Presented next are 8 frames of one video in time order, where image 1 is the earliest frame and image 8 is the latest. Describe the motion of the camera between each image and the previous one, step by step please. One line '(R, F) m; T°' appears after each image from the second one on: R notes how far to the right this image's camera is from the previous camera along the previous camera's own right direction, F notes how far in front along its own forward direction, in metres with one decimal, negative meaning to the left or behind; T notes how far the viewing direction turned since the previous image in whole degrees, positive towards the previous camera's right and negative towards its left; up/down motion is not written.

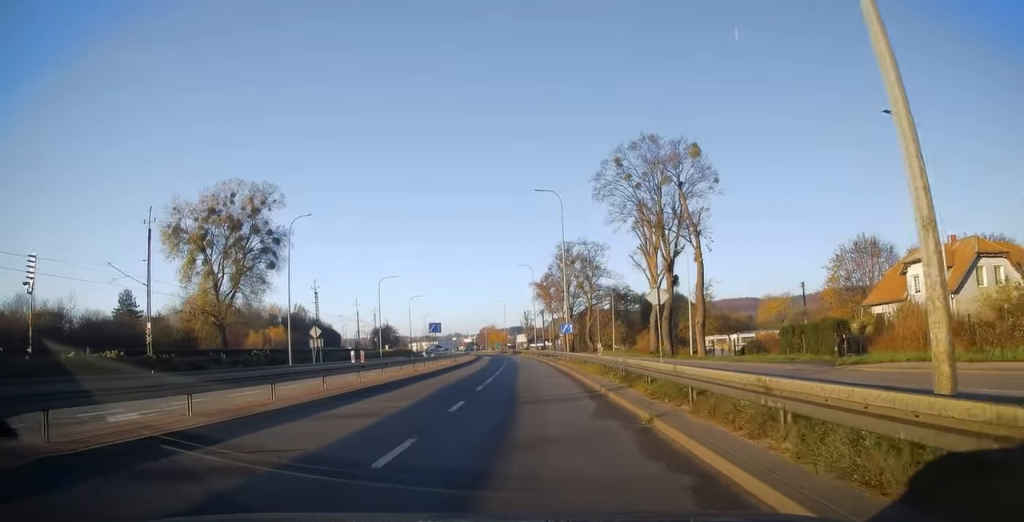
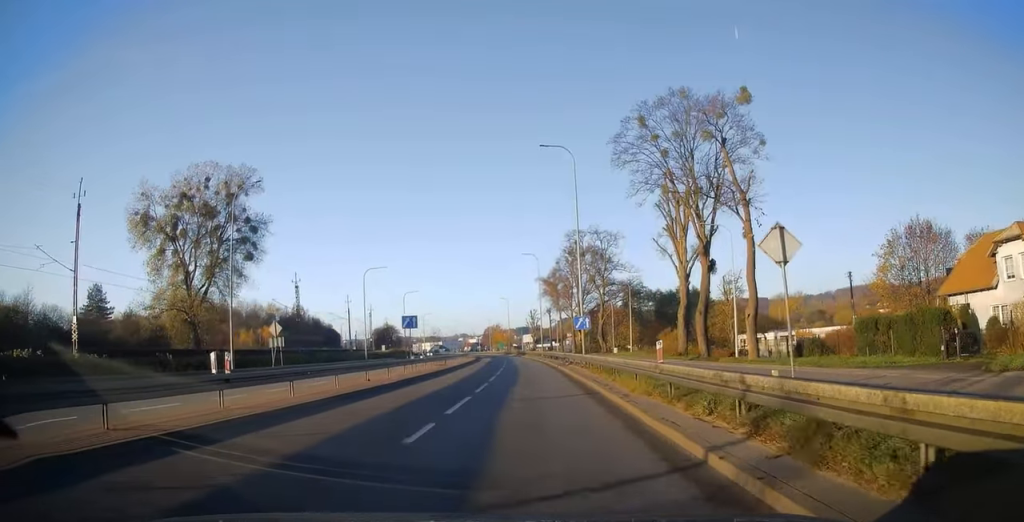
(-0.3, +10.5) m; -1°
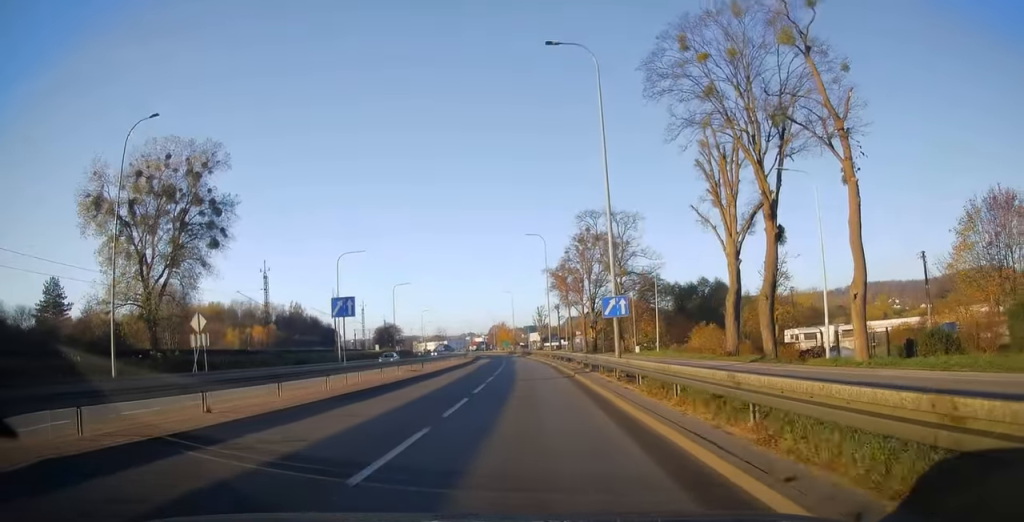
(+0.3, +12.7) m; -1°
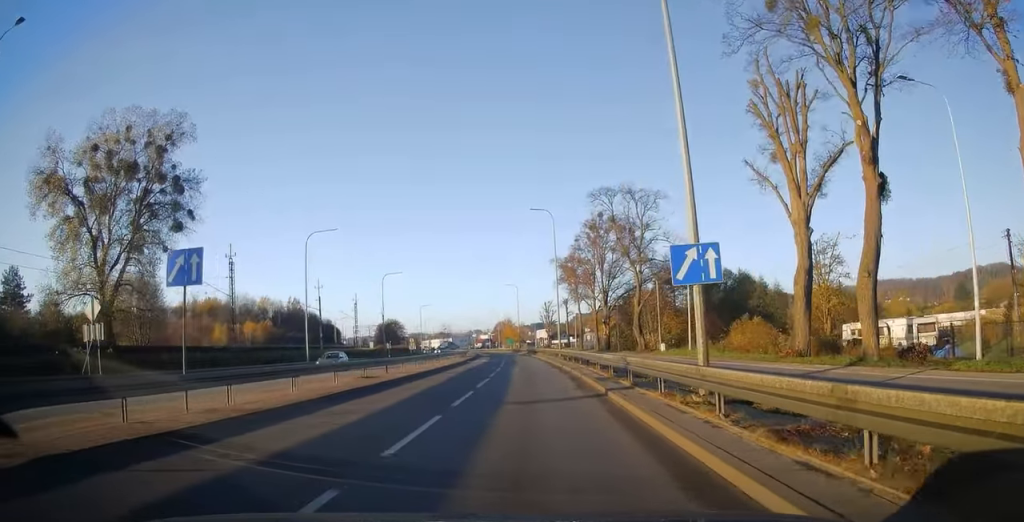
(0.0, +10.8) m; -1°
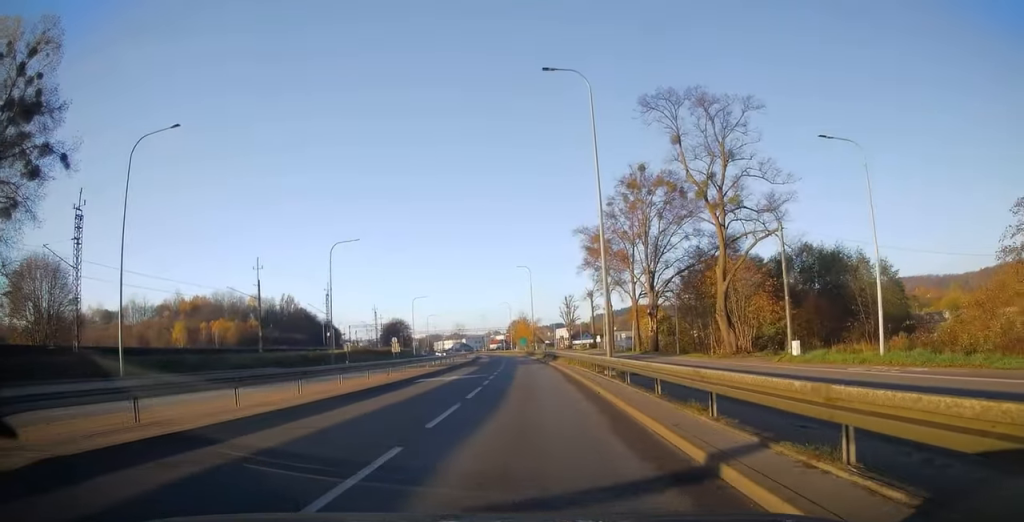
(-0.8, +27.8) m; -2°
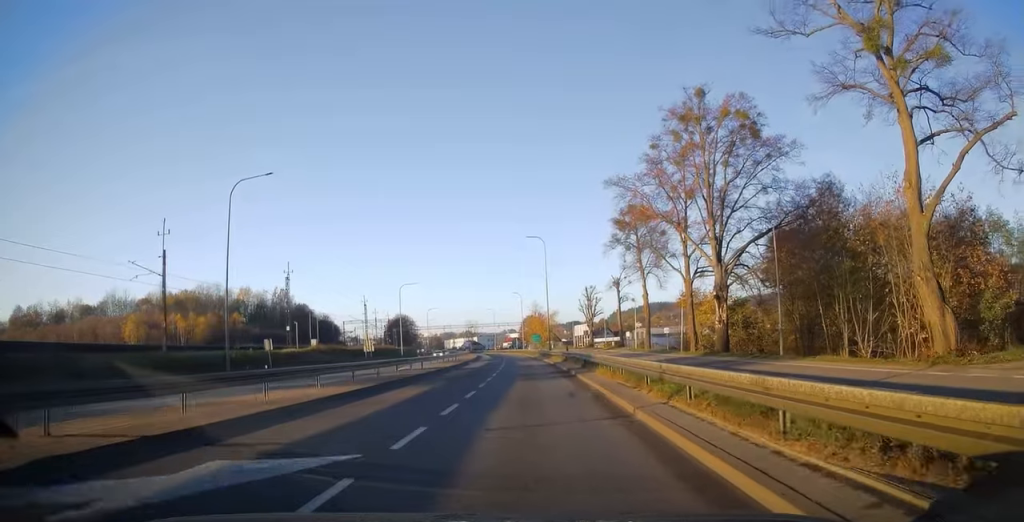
(-0.3, +22.8) m; -1°
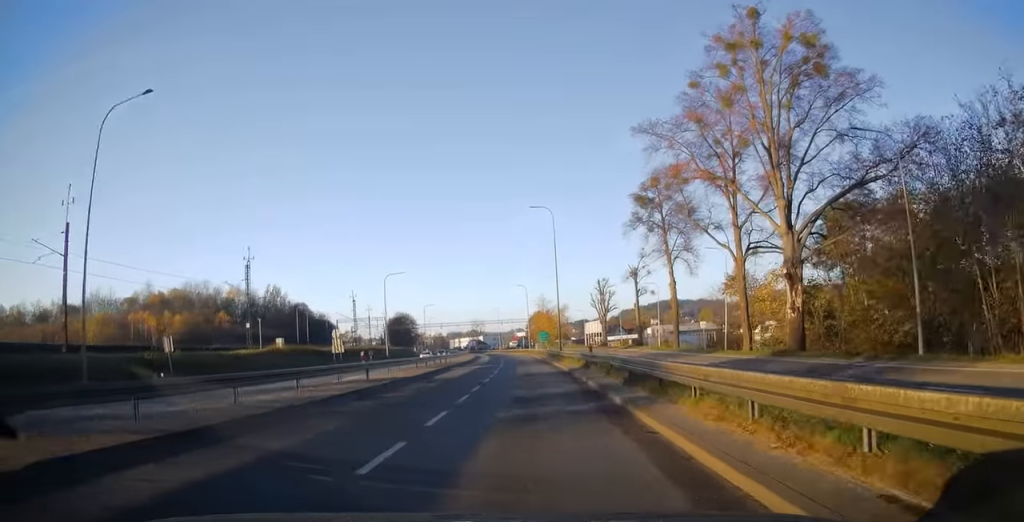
(-0.1, +13.9) m; -1°
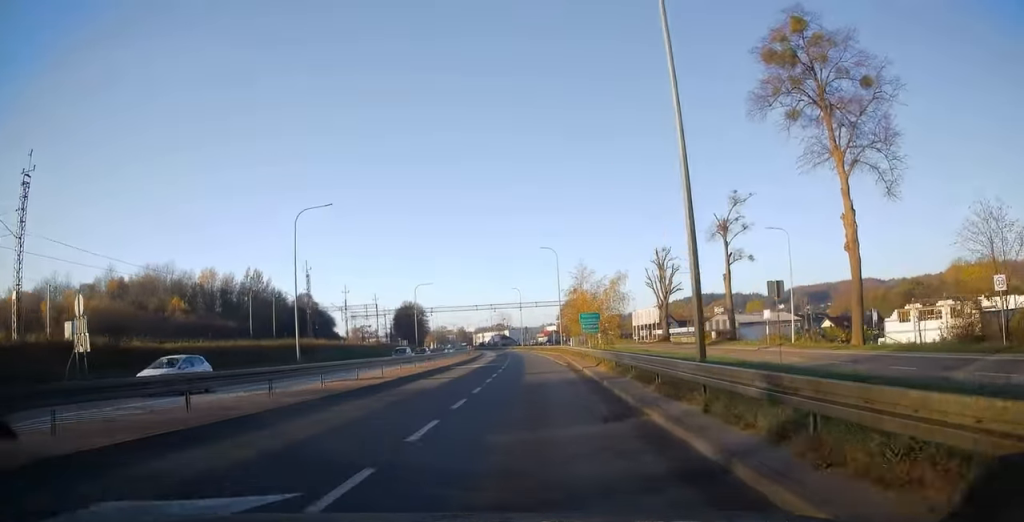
(-0.7, +38.9) m; -2°
